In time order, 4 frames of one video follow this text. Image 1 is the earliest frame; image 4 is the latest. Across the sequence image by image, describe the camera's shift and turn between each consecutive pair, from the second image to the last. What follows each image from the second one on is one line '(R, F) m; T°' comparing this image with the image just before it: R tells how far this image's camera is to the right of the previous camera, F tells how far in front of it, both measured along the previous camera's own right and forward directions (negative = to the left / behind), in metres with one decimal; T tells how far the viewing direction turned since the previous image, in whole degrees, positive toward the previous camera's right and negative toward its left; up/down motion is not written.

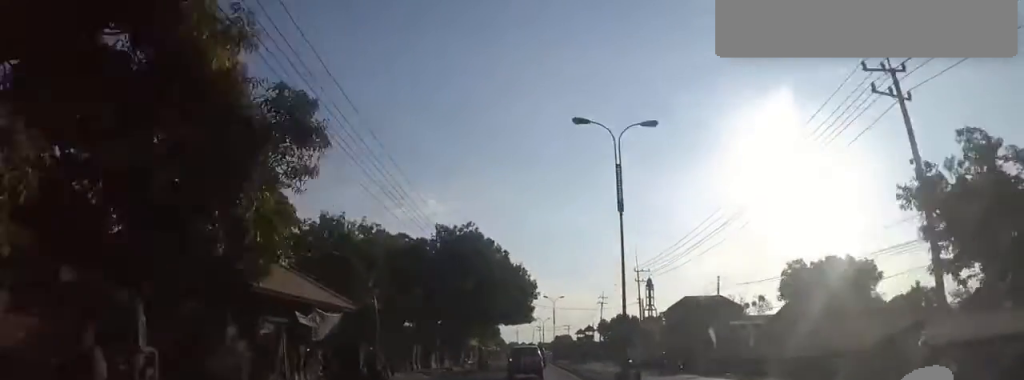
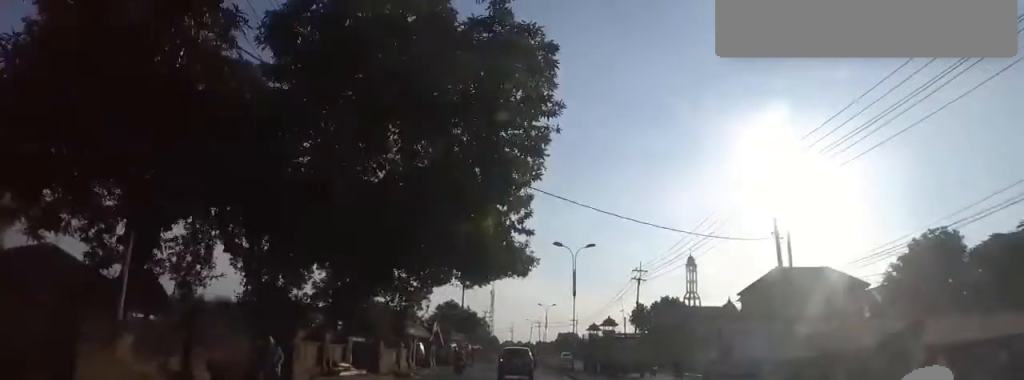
(+0.8, +32.3) m; -2°
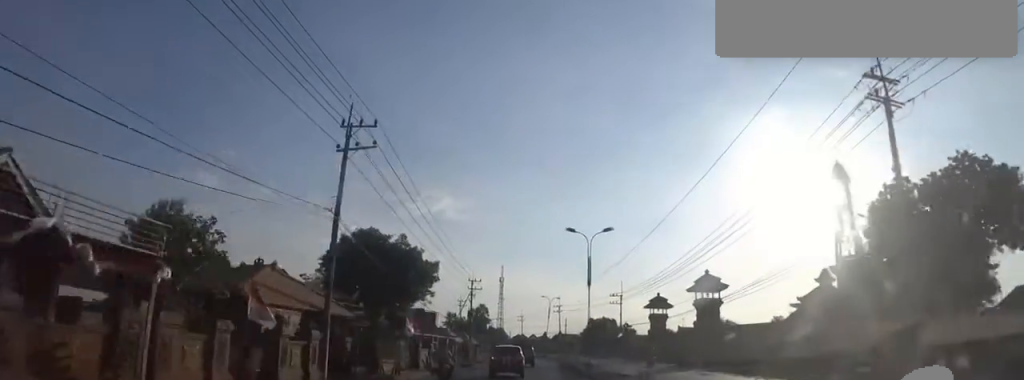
(-1.6, +43.0) m; -3°
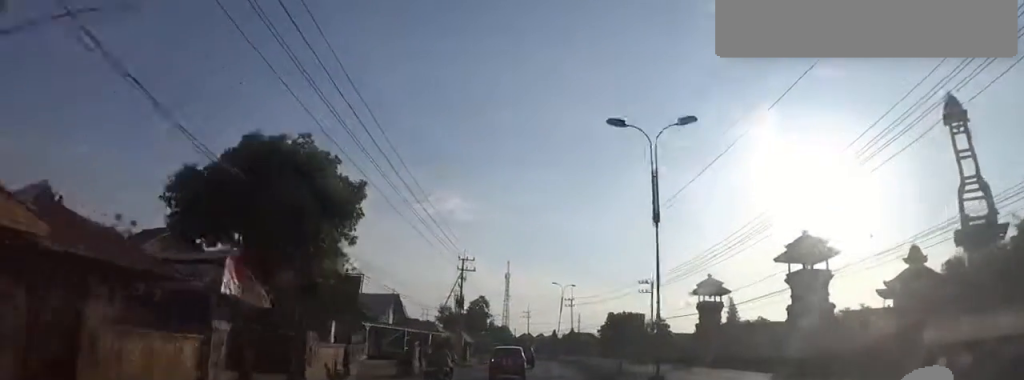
(0.0, +15.0) m; -1°
